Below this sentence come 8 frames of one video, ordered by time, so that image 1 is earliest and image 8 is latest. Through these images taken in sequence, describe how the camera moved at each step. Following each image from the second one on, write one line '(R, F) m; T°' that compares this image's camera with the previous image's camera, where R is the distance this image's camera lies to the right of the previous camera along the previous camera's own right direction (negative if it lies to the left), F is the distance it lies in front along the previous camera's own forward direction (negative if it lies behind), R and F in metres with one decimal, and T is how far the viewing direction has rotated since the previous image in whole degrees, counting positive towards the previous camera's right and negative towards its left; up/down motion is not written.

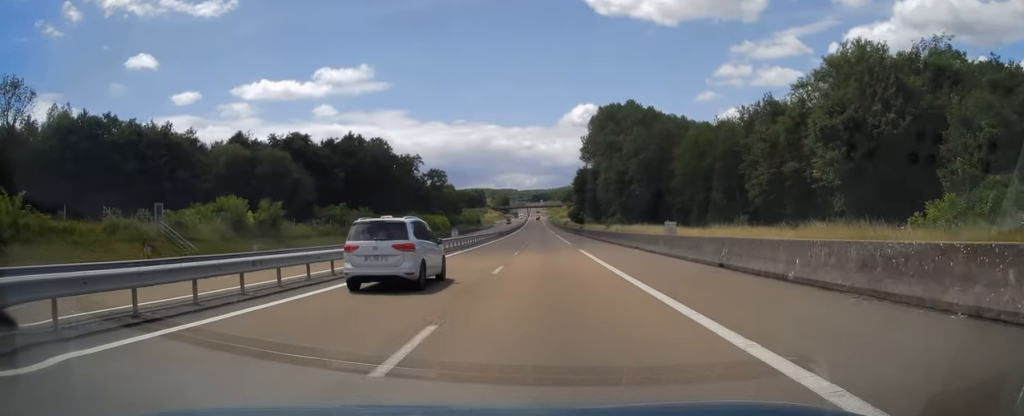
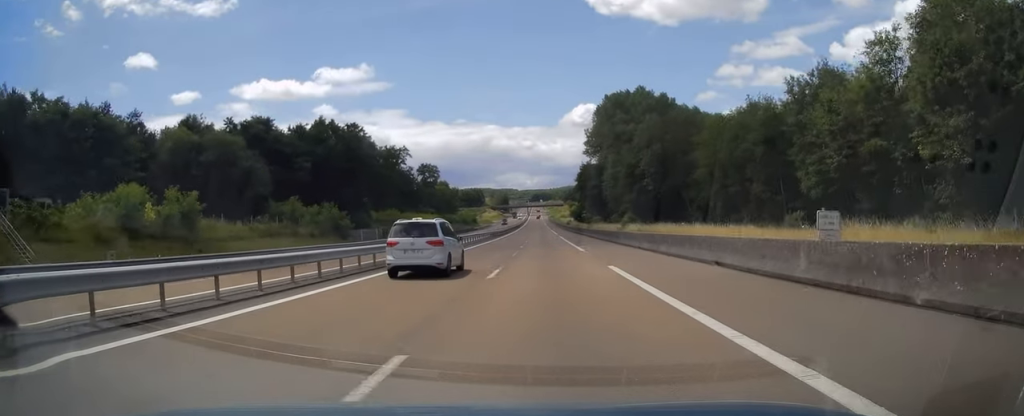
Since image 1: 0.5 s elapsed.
(0.0, +16.8) m; 0°
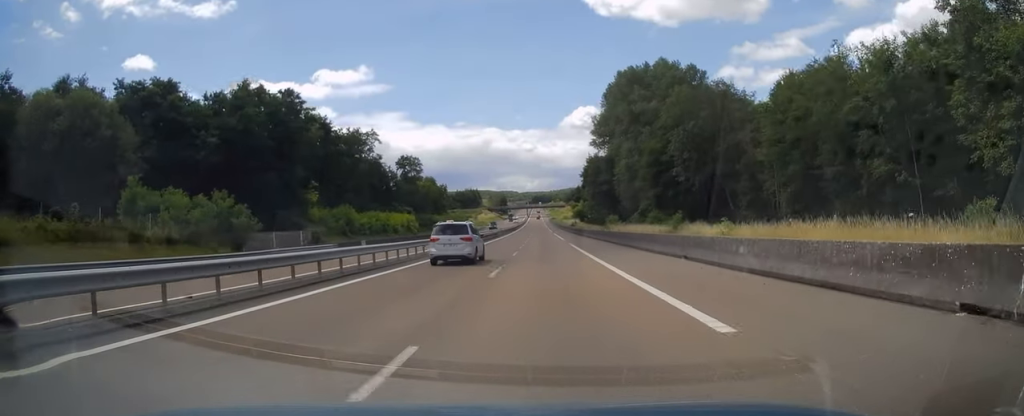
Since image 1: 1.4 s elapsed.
(-0.1, +27.5) m; 0°
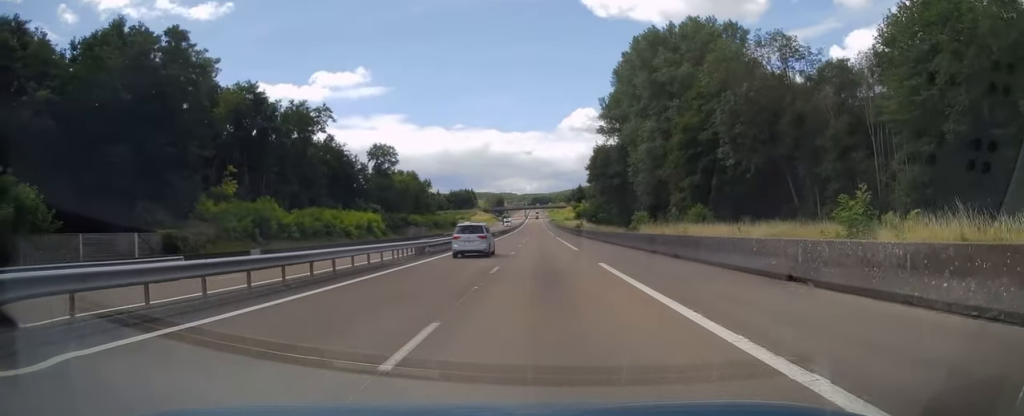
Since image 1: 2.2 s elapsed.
(-0.1, +25.1) m; 0°
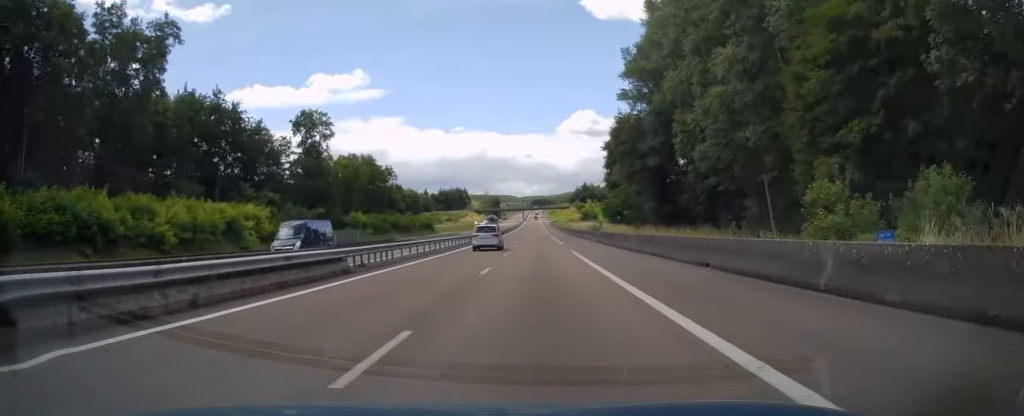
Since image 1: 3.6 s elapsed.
(0.0, +40.2) m; 0°
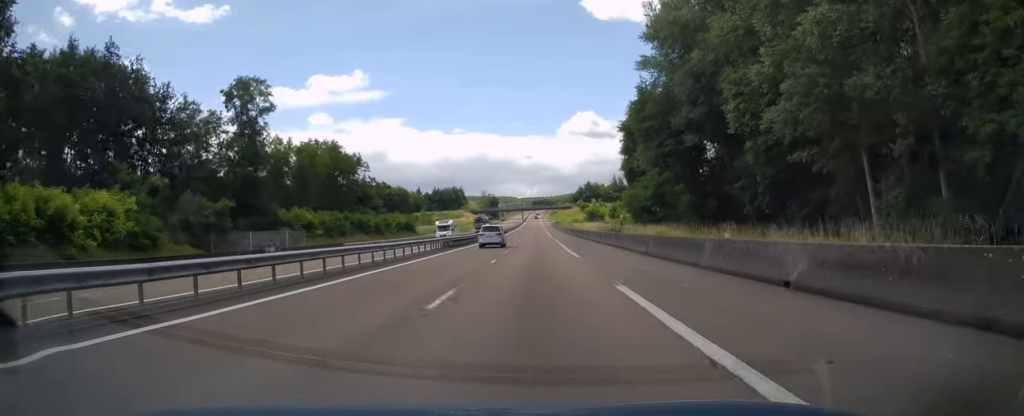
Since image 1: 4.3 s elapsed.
(+0.1, +20.4) m; 0°
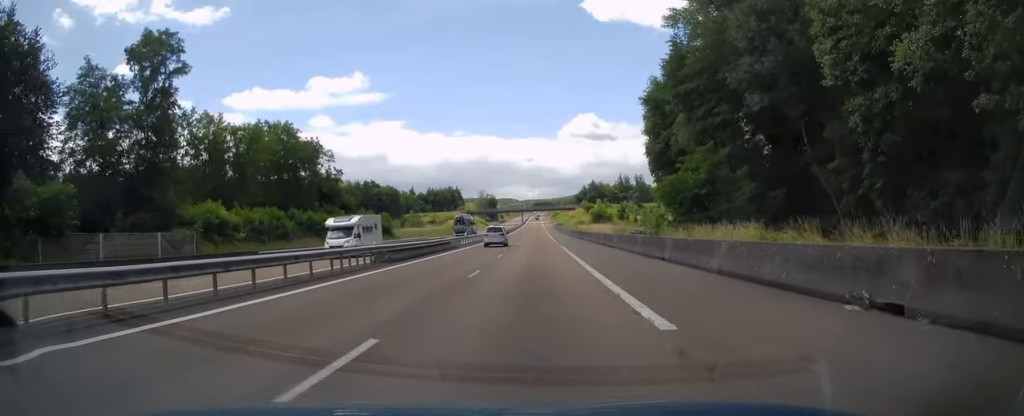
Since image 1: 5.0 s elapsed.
(-0.1, +18.1) m; 0°
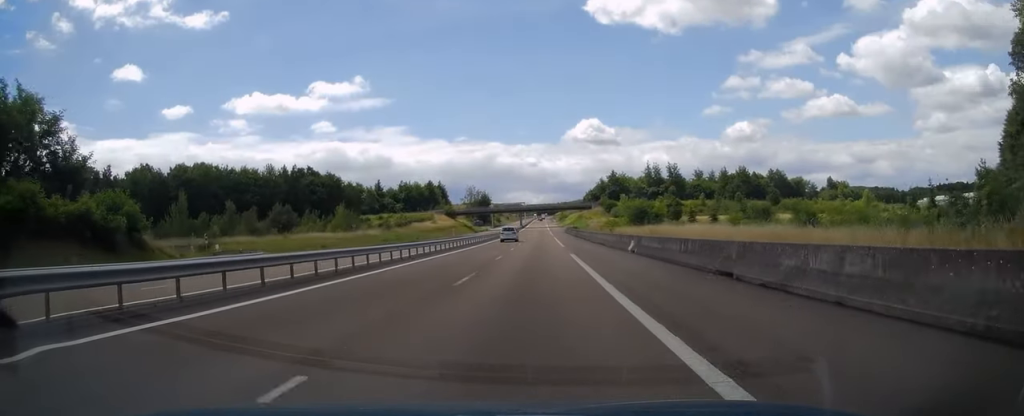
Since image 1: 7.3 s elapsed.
(-0.2, +62.5) m; 0°
